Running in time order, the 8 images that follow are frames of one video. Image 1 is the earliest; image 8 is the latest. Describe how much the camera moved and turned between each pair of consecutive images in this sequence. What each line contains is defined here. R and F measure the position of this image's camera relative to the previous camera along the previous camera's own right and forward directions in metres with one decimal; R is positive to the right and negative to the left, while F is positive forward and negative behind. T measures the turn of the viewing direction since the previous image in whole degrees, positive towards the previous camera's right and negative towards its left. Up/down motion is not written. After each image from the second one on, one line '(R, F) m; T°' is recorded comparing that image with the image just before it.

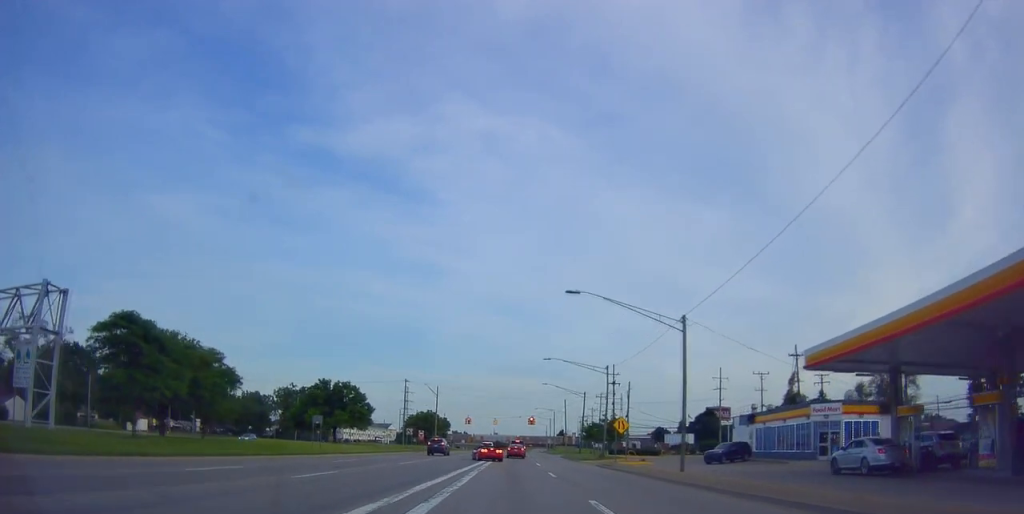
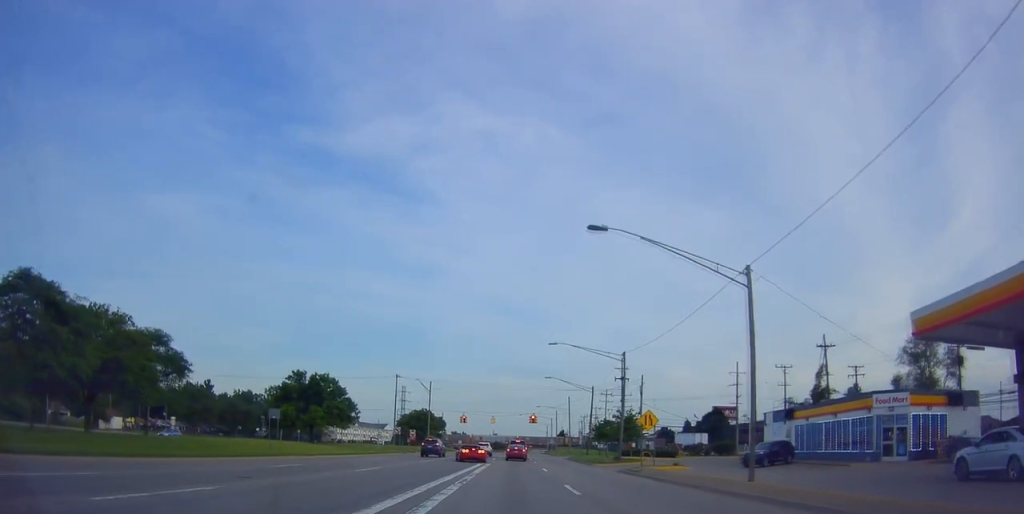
(+0.3, +9.3) m; 0°
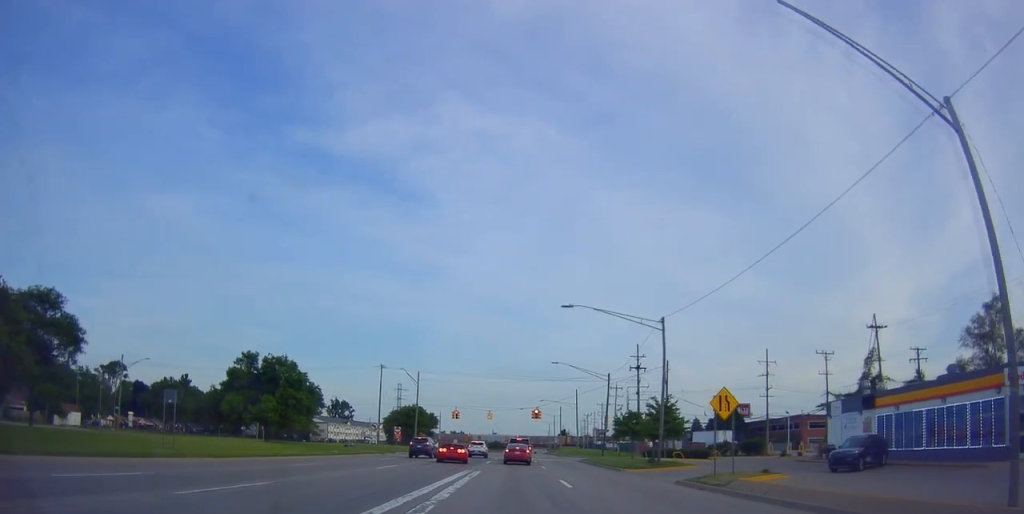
(-0.3, +13.4) m; -1°
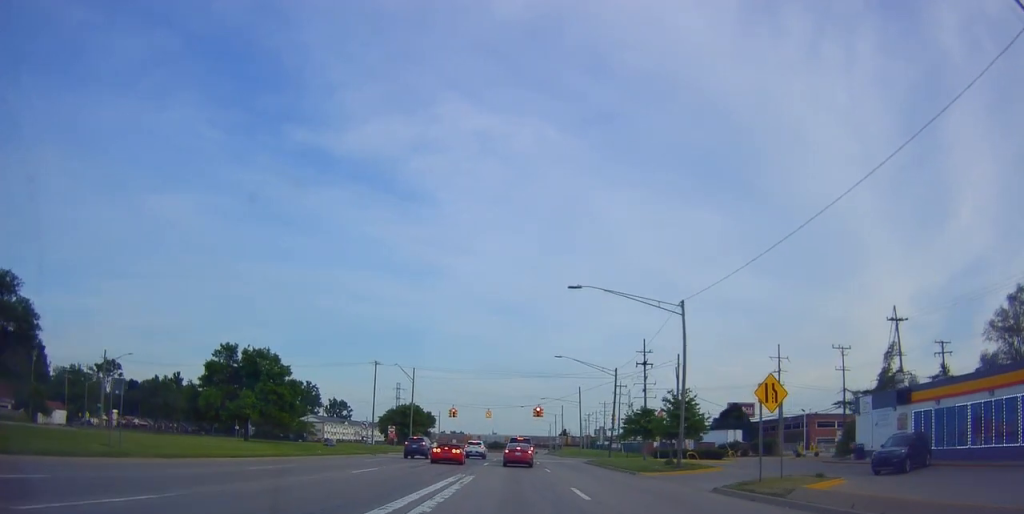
(+0.1, +4.3) m; 0°
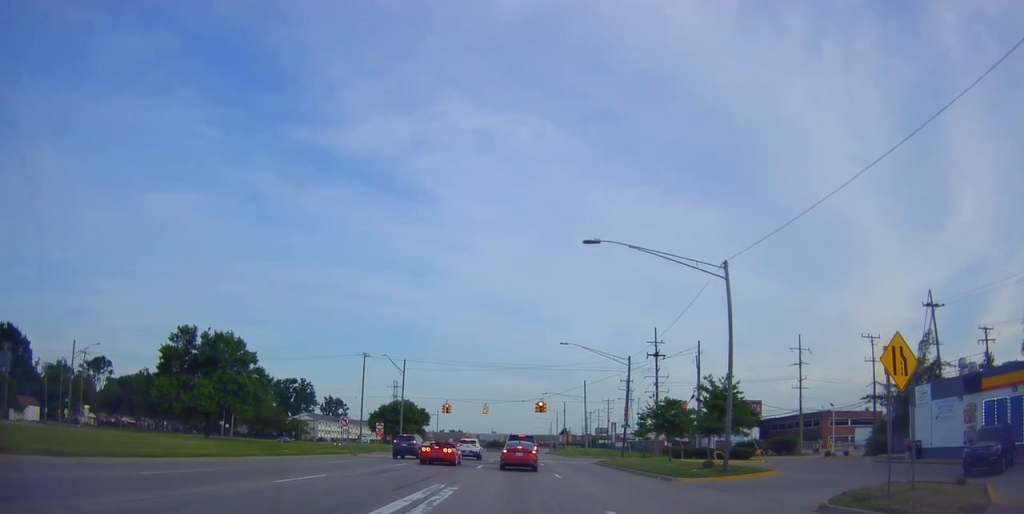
(+0.1, +7.4) m; -1°
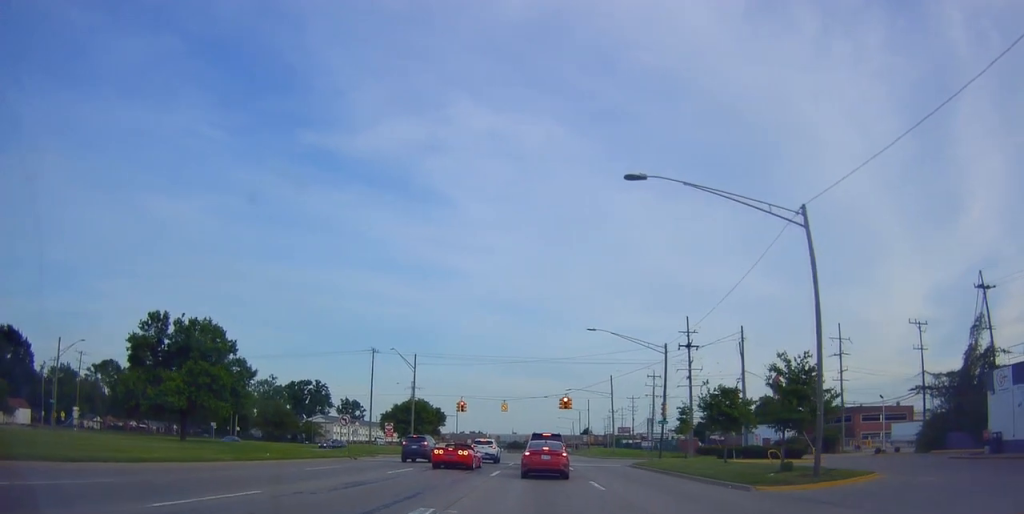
(-0.3, +7.4) m; -4°
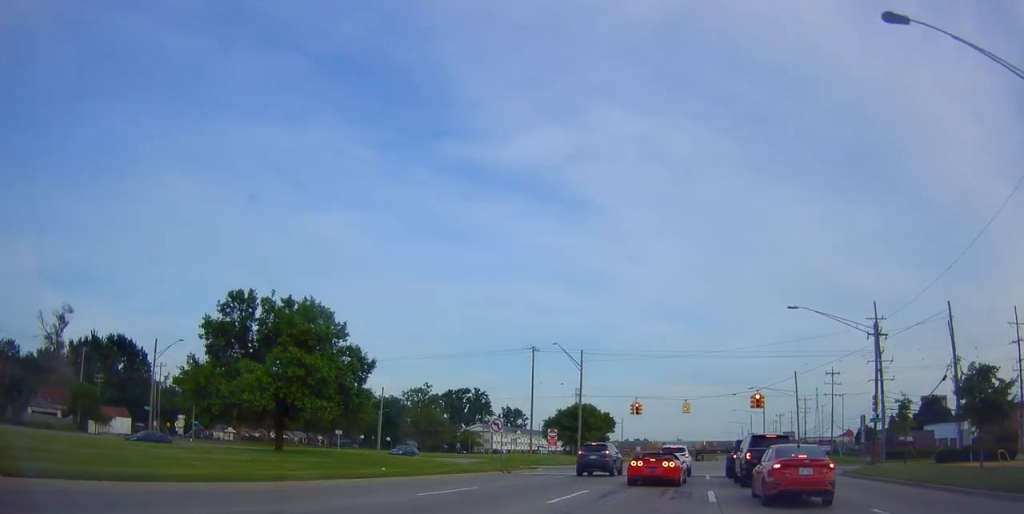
(-0.2, +9.9) m; -4°
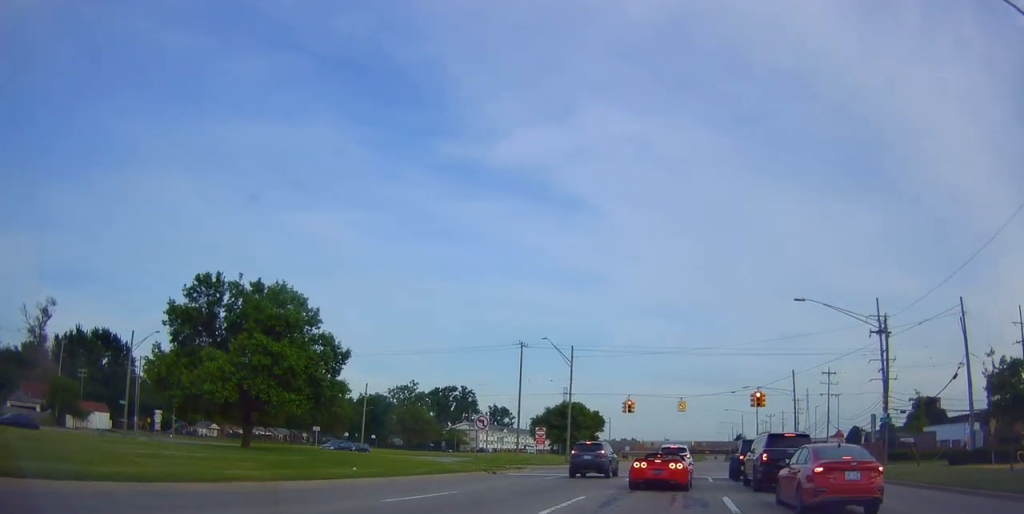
(+0.3, +2.7) m; -4°
